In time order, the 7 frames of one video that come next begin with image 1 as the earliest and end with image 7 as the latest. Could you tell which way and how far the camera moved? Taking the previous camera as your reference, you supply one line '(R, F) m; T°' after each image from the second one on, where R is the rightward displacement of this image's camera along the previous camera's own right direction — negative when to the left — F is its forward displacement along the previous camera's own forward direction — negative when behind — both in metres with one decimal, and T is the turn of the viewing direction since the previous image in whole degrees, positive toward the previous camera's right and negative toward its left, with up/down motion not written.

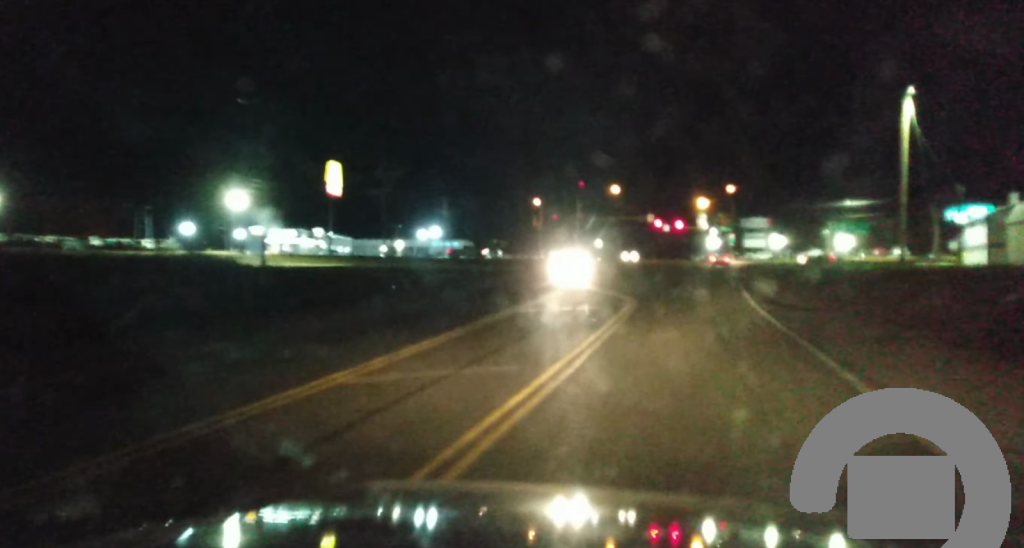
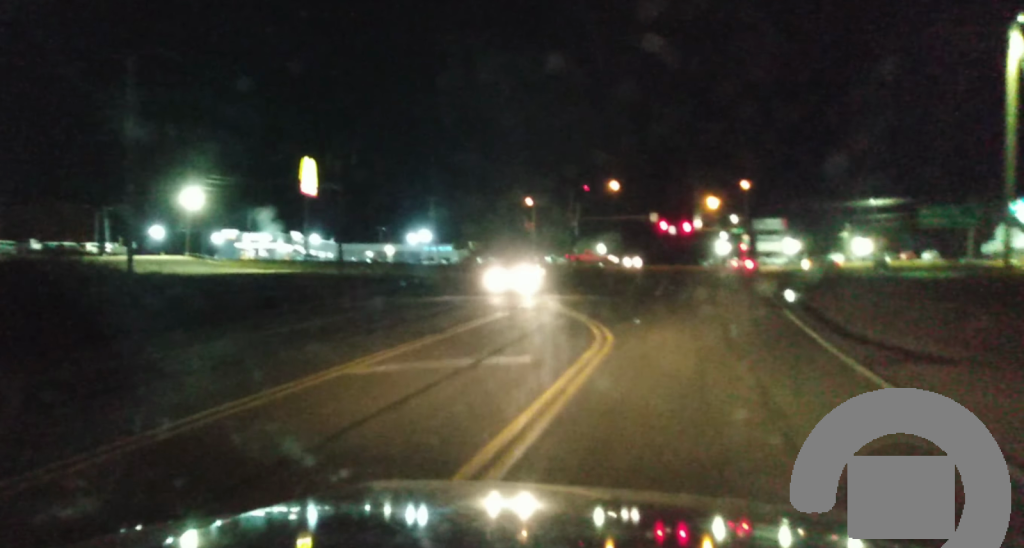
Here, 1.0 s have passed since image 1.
(+0.1, +14.9) m; -1°
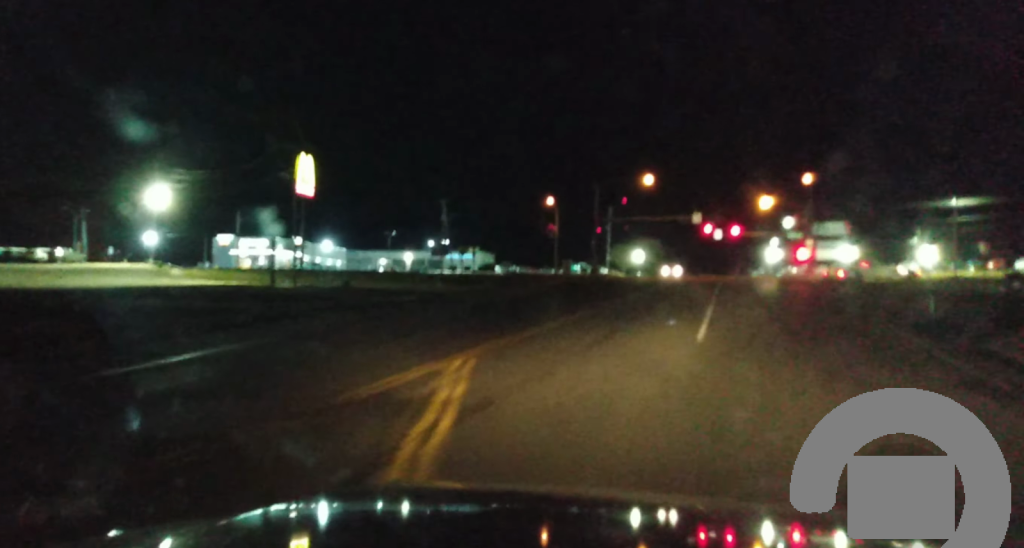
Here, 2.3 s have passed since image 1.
(-0.3, +18.4) m; -1°
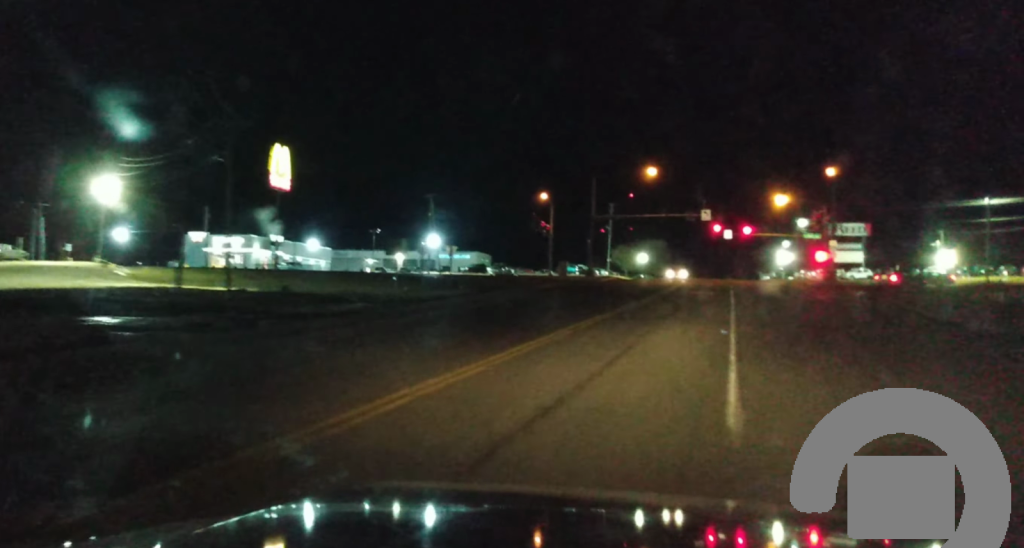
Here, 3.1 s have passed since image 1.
(0.0, +10.6) m; 0°
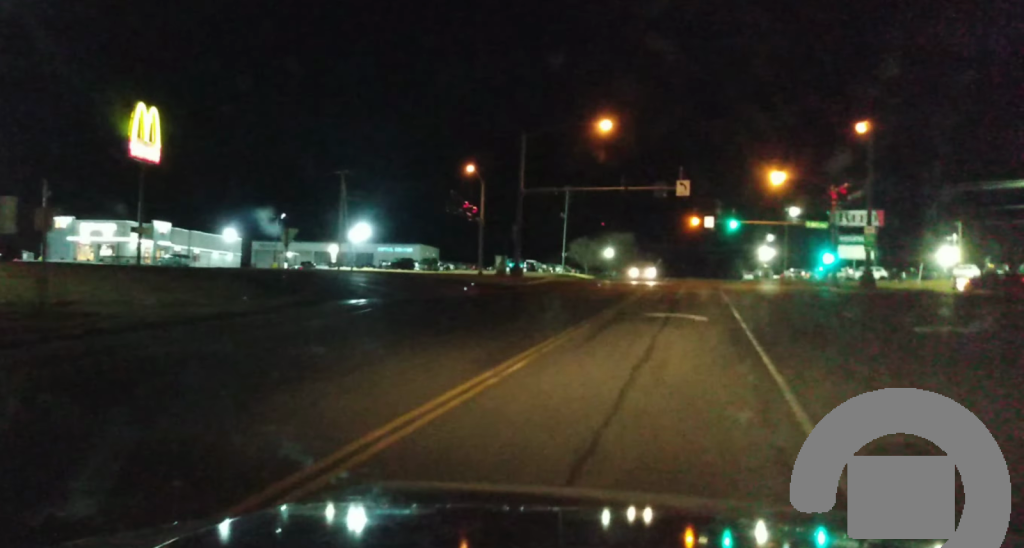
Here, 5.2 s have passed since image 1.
(-0.3, +28.1) m; 0°
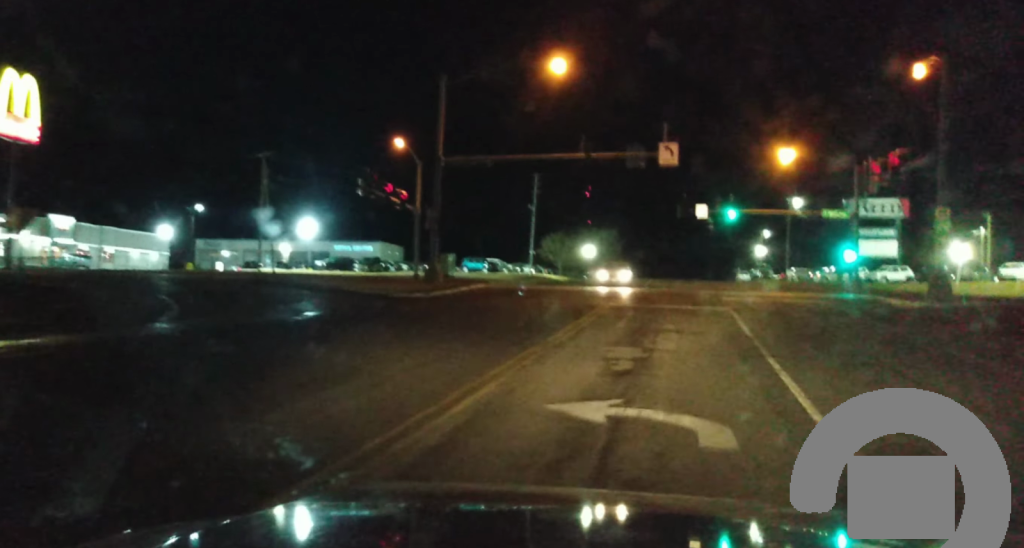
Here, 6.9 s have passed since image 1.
(+0.2, +18.7) m; 0°
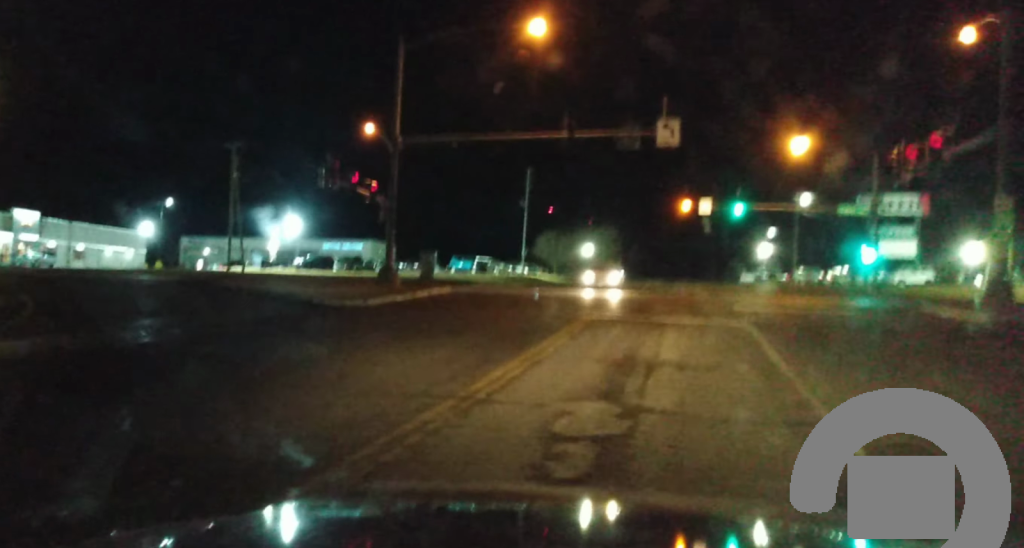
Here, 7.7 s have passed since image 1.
(-0.2, +7.1) m; -2°
